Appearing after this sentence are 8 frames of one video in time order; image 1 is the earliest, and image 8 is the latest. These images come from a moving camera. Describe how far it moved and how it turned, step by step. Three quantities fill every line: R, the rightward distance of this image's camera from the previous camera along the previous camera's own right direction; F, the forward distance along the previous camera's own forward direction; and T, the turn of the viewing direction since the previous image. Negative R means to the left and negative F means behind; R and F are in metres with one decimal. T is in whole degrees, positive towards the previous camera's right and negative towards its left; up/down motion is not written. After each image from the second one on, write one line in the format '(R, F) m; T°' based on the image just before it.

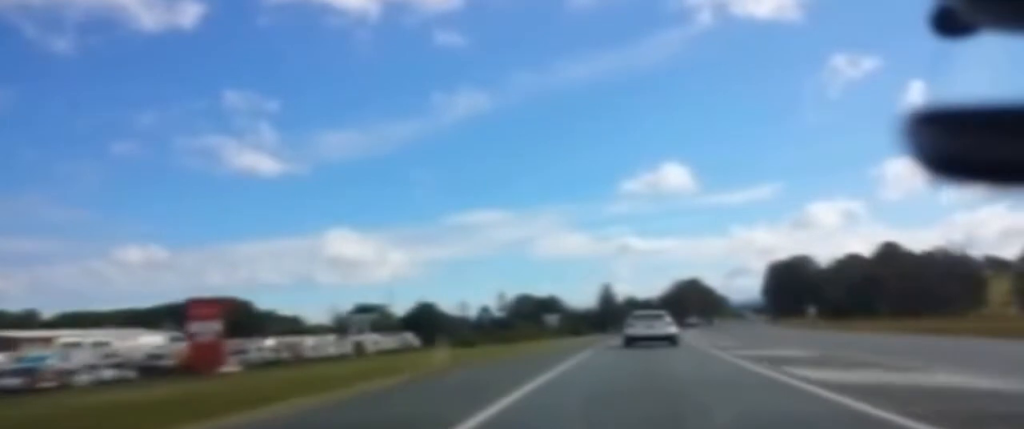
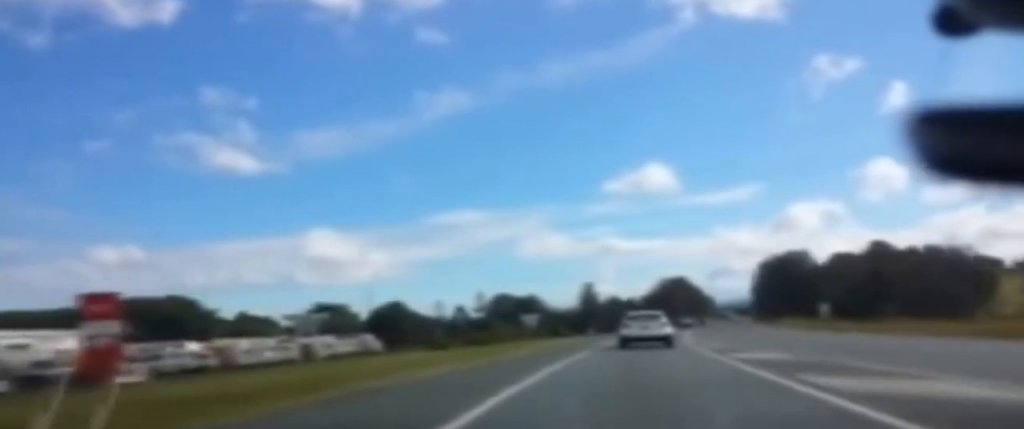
(+0.1, +13.5) m; +1°
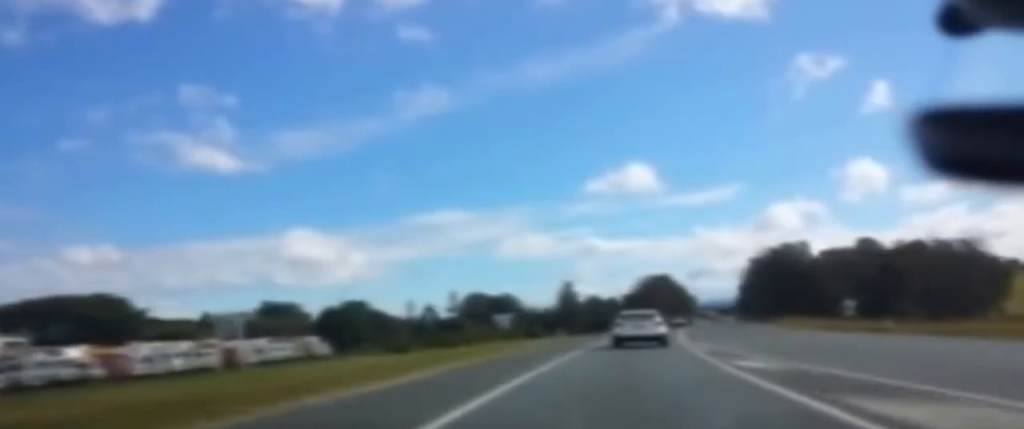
(+0.2, +15.8) m; +2°
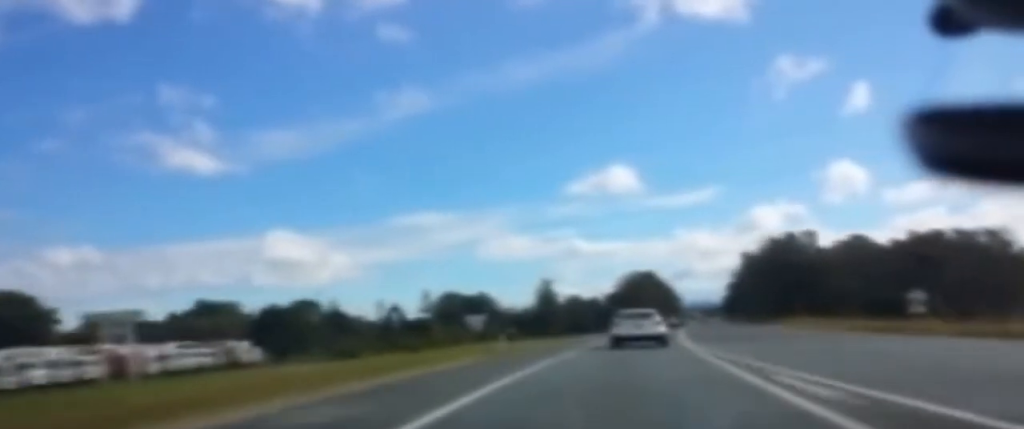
(+0.4, +17.9) m; +2°
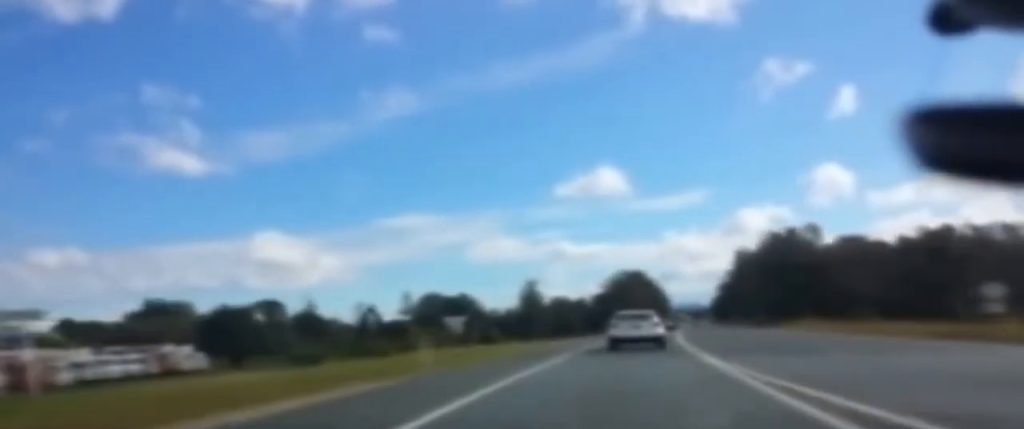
(+0.2, +11.2) m; +1°
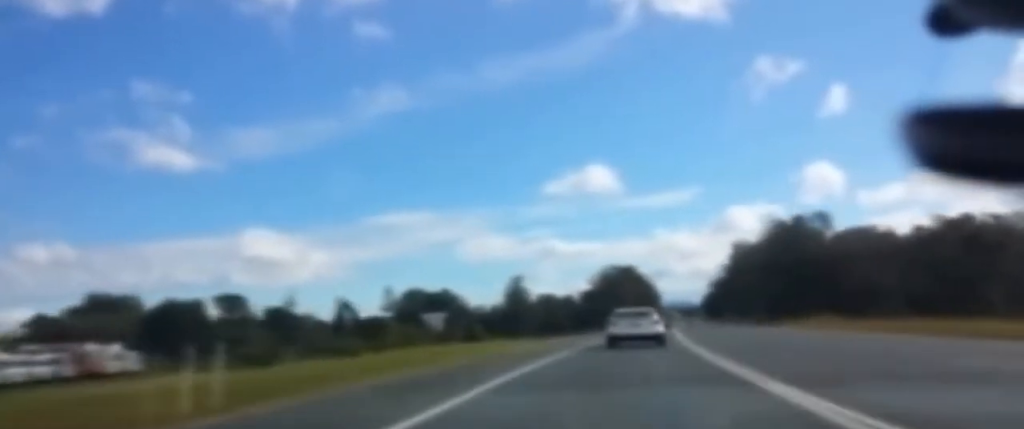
(0.0, +11.1) m; 0°
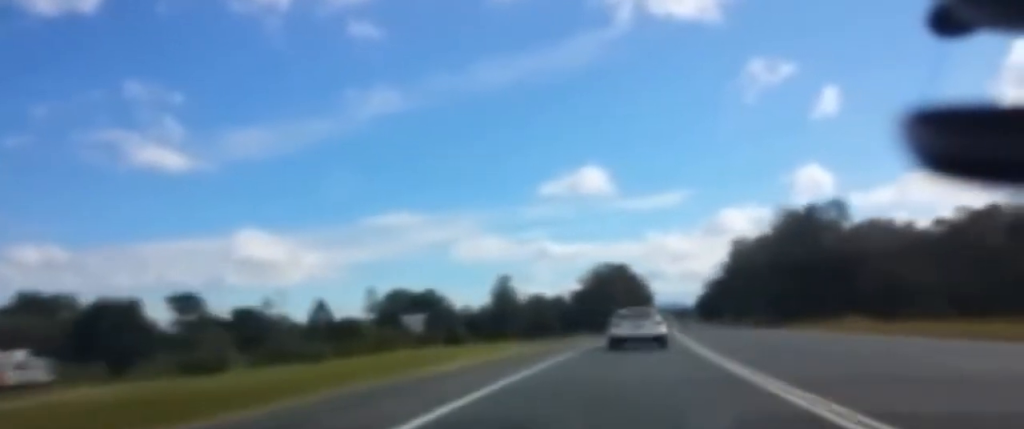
(0.0, +11.9) m; 0°
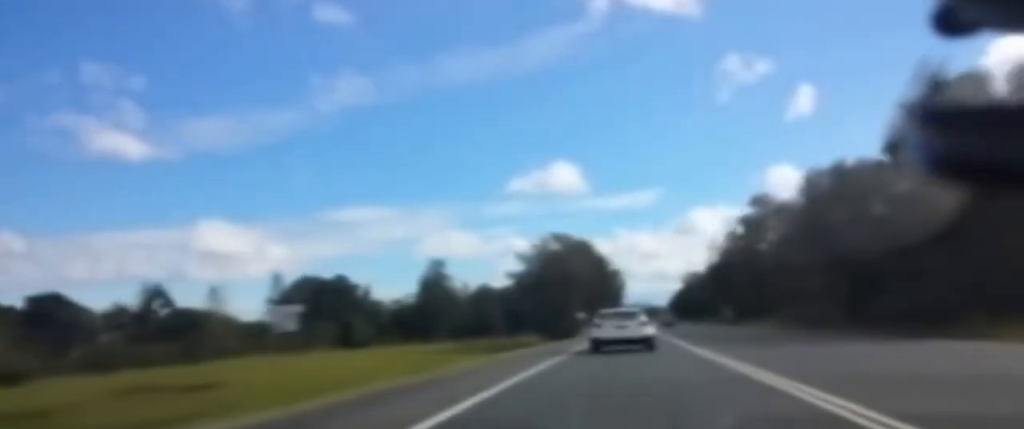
(+1.7, +49.7) m; +4°
